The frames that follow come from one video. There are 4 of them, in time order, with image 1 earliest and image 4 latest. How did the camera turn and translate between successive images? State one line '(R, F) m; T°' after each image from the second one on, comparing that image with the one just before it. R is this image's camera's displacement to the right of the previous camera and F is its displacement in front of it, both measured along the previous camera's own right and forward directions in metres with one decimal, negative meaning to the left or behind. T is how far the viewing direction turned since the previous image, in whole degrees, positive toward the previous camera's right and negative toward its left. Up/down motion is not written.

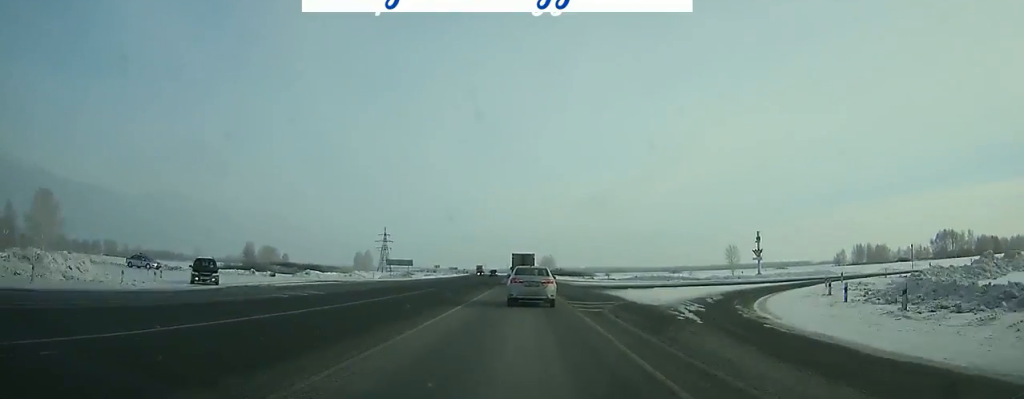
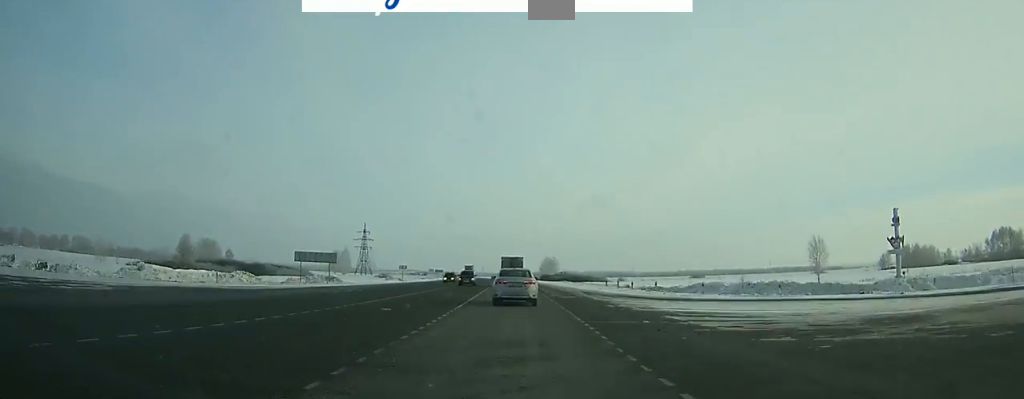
(-0.4, +41.3) m; -1°
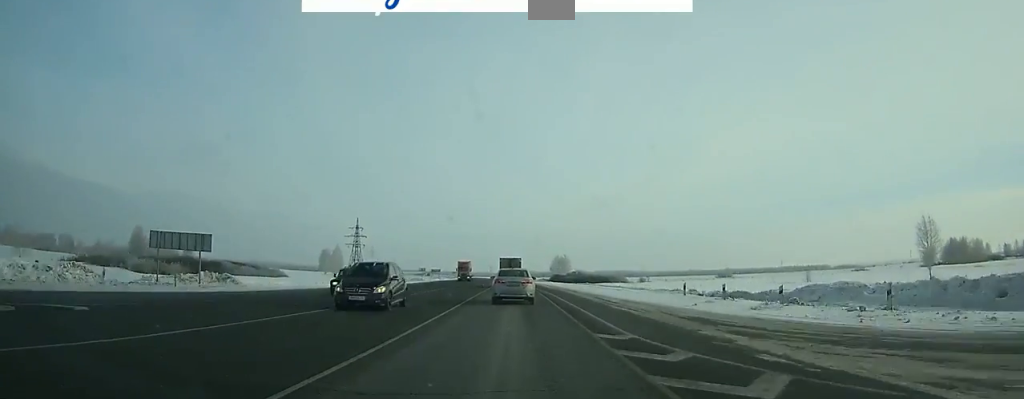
(0.0, +27.0) m; -1°
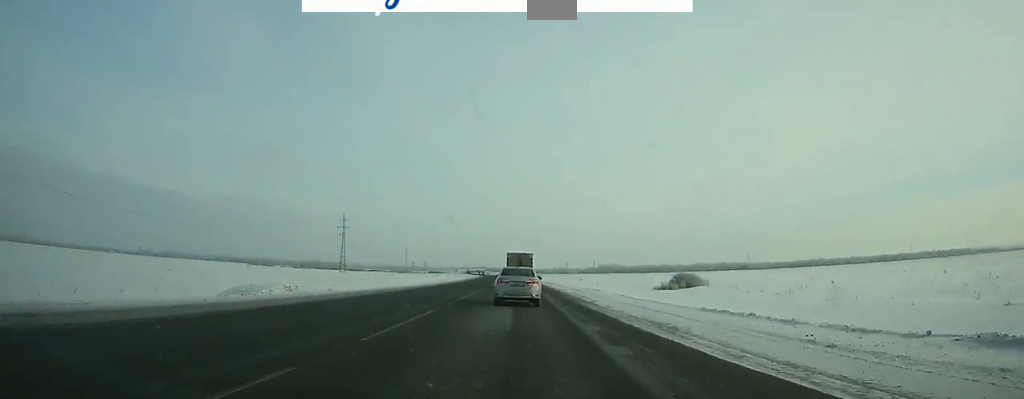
(-19.2, +282.3) m; -7°
